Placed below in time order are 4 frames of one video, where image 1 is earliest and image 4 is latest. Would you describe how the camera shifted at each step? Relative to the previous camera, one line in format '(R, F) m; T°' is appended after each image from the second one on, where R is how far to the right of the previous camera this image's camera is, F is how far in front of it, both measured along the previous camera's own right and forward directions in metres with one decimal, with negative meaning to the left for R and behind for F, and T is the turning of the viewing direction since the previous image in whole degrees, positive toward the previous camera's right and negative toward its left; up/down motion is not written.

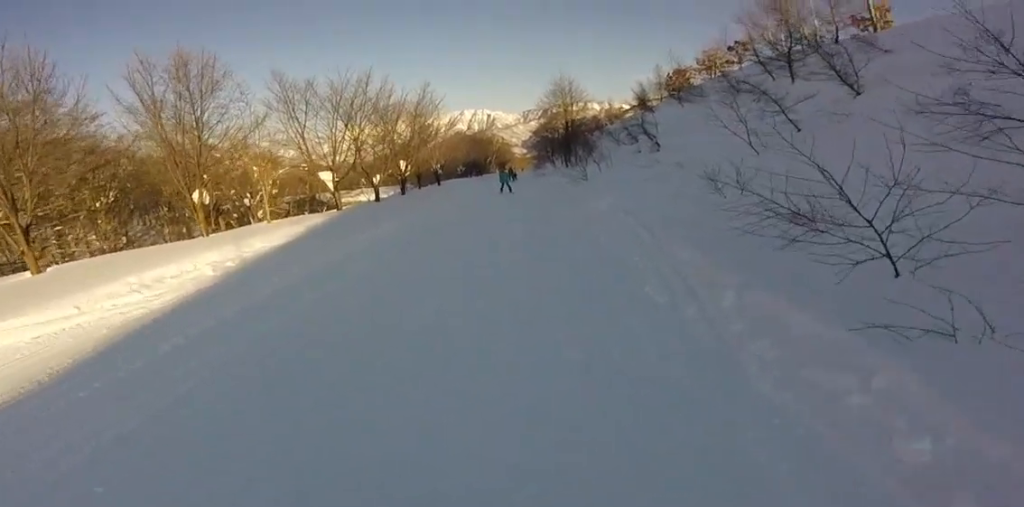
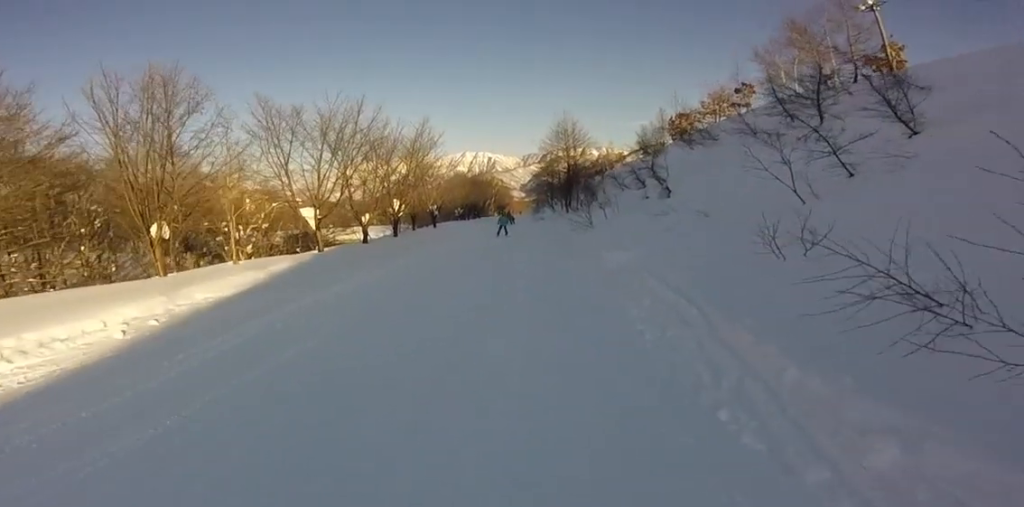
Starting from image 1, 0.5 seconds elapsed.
(-0.1, +2.1) m; +13°
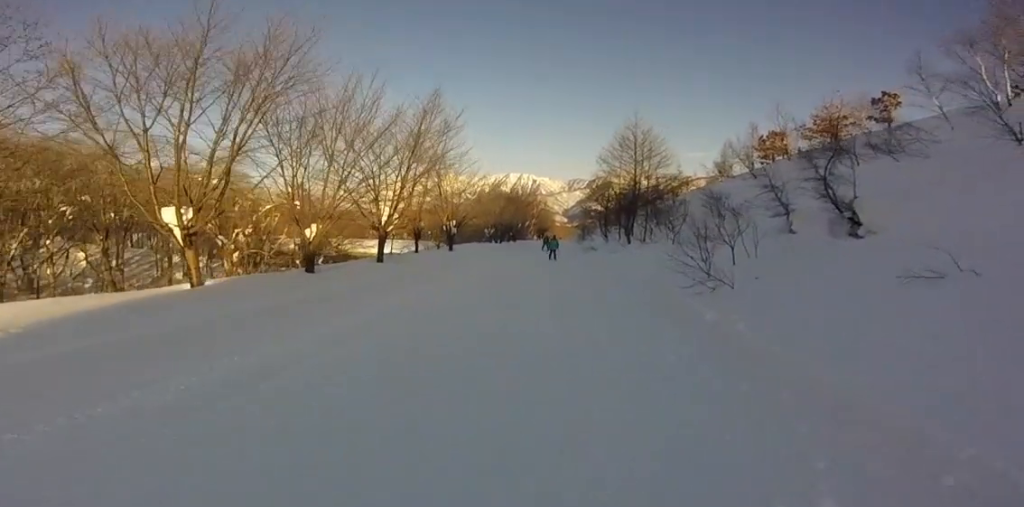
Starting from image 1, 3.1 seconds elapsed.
(+0.5, +9.2) m; -17°
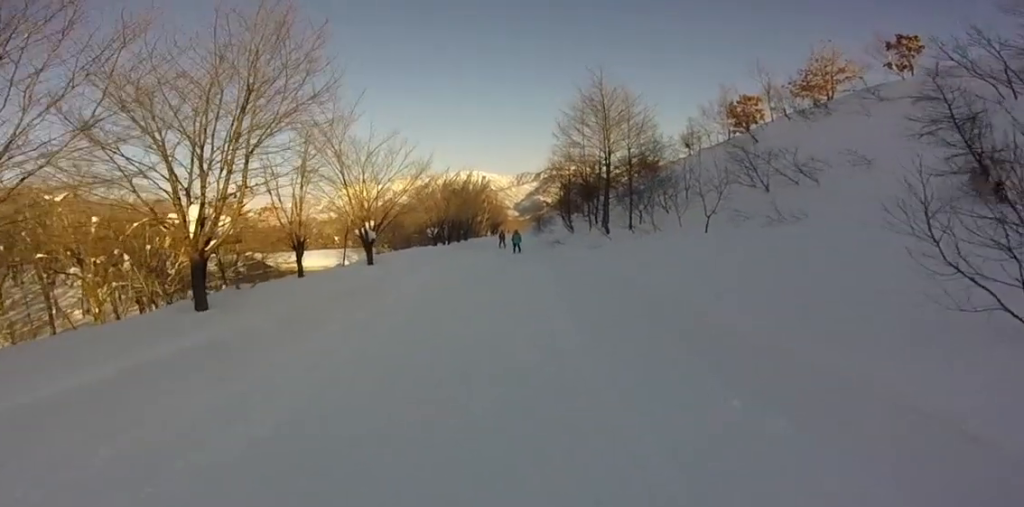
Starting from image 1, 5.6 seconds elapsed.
(-1.9, +8.5) m; -21°
